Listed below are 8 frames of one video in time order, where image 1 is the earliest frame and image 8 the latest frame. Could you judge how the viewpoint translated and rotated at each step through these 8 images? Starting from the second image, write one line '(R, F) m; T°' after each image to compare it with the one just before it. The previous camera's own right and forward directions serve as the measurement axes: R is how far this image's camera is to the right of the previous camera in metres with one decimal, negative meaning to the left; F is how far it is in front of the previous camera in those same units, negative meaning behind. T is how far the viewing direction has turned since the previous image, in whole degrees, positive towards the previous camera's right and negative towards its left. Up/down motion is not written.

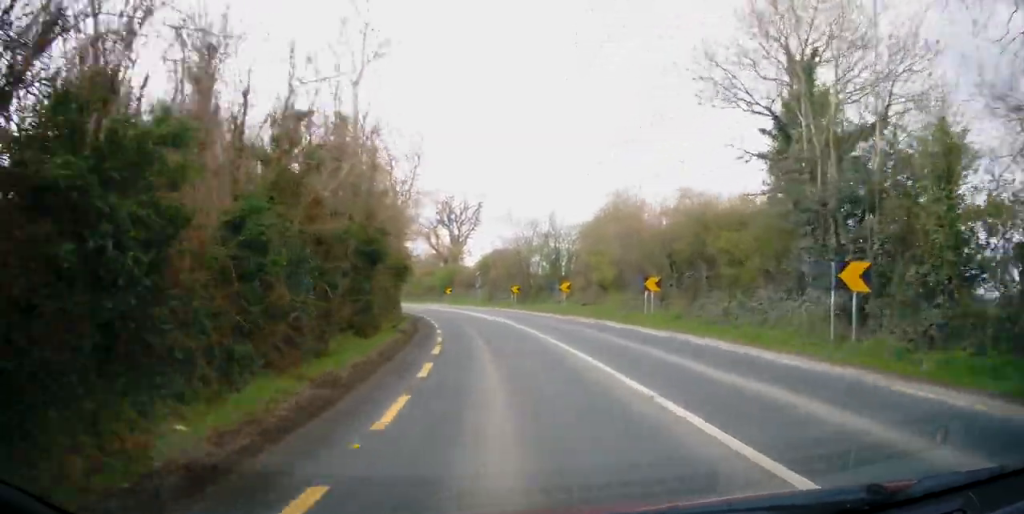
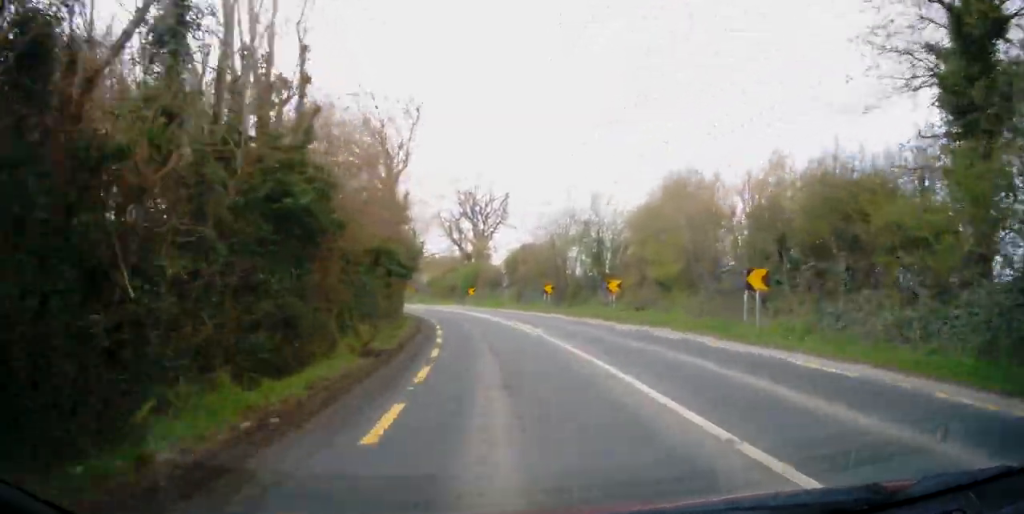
(-0.2, +9.0) m; -2°
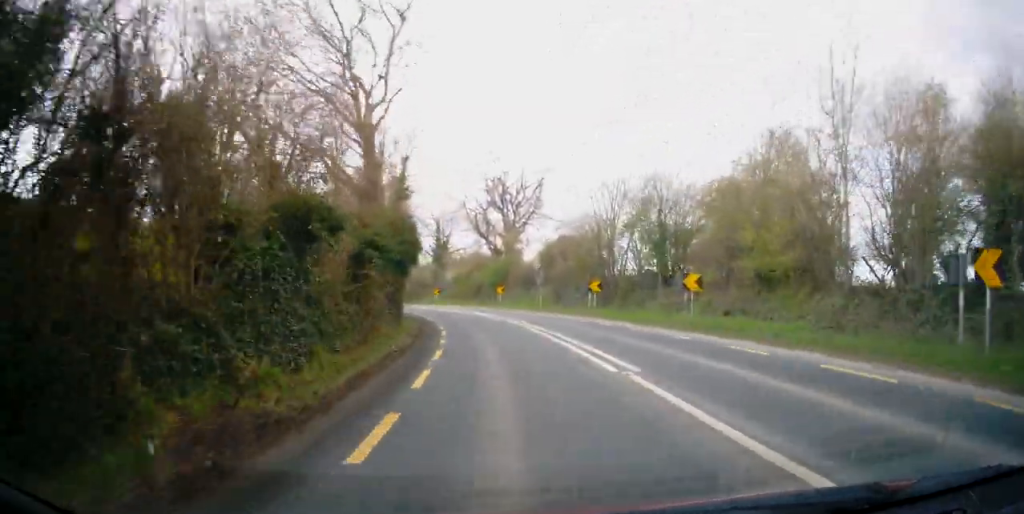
(0.0, +9.0) m; -3°
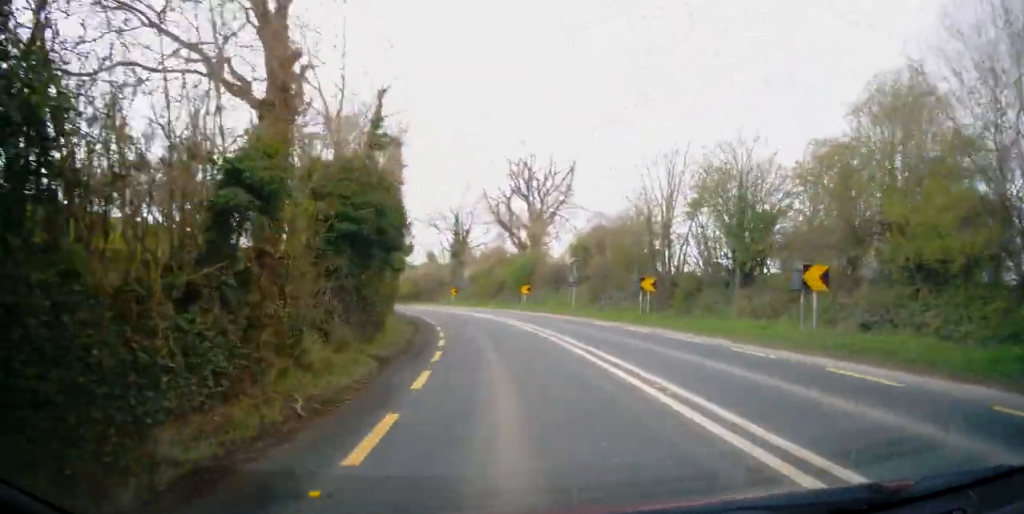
(-0.3, +8.3) m; -3°
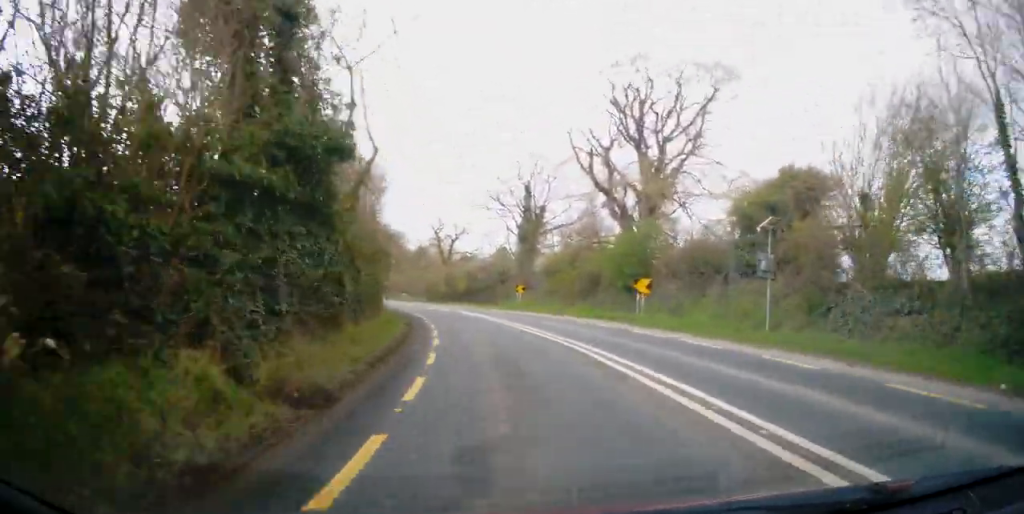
(-1.5, +21.5) m; -8°
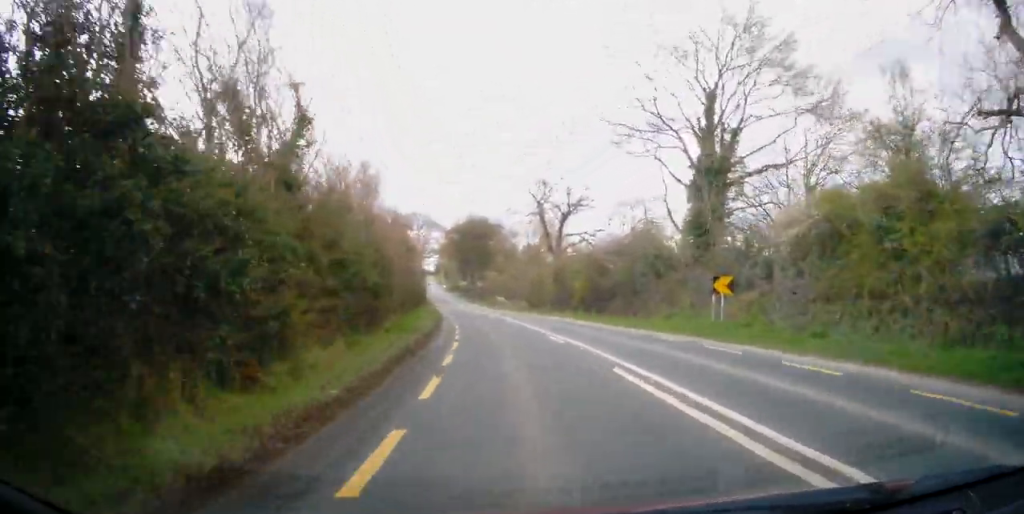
(-2.1, +27.5) m; -9°
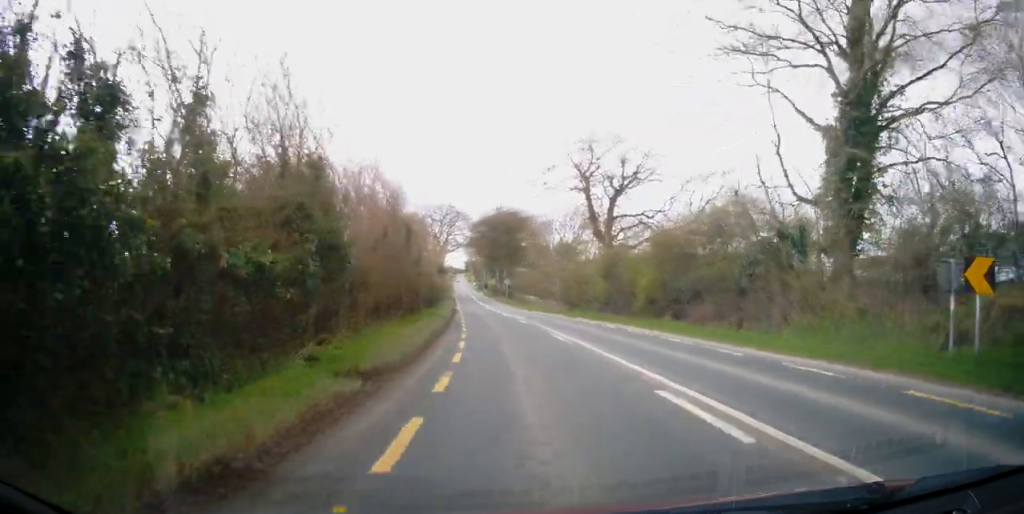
(-0.3, +11.2) m; -4°
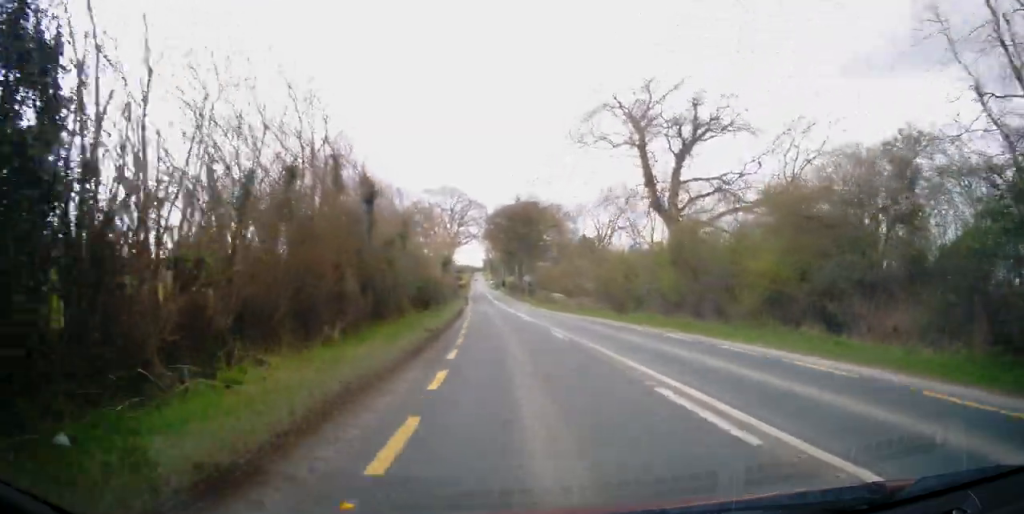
(-0.6, +12.0) m; -3°
